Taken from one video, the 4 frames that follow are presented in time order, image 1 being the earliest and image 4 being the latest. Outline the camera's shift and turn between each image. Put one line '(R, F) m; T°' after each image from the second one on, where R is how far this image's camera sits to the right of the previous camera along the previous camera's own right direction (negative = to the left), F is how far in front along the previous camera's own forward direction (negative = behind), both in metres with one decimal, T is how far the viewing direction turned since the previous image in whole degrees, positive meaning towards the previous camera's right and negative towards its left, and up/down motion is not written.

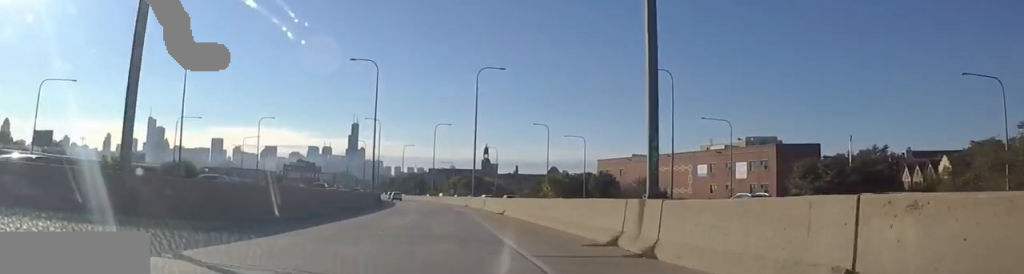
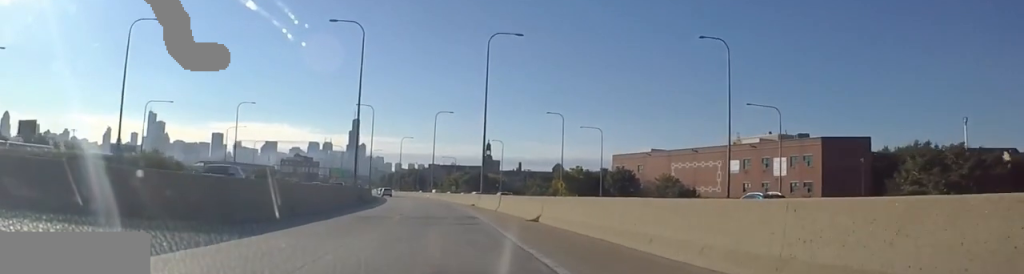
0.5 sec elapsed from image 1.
(0.0, +14.2) m; -1°
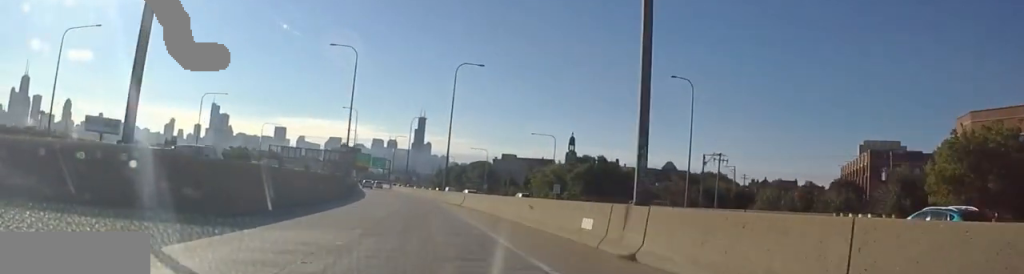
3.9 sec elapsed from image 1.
(-7.7, +97.8) m; -9°
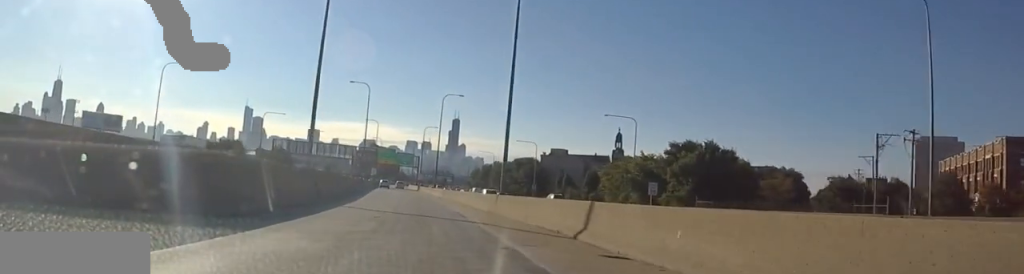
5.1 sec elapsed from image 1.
(-0.3, +31.9) m; -2°
